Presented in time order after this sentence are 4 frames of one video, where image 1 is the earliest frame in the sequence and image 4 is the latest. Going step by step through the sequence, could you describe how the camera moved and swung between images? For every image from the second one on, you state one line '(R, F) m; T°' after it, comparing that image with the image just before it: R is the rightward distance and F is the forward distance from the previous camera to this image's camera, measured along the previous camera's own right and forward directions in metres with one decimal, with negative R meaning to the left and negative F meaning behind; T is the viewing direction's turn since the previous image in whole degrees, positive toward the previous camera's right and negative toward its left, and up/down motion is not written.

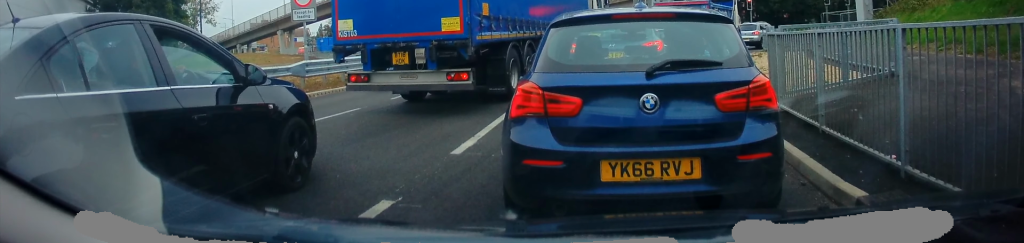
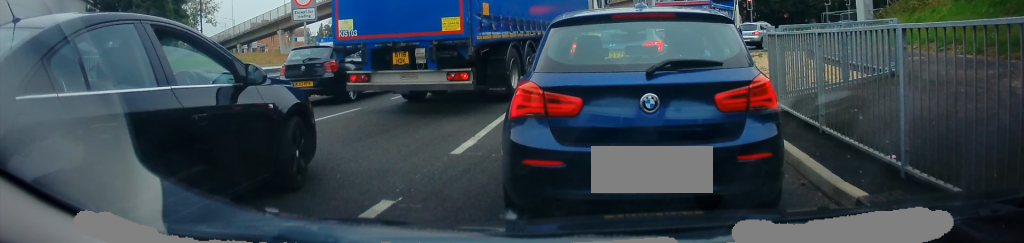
(0.0, 0.0) m; 0°
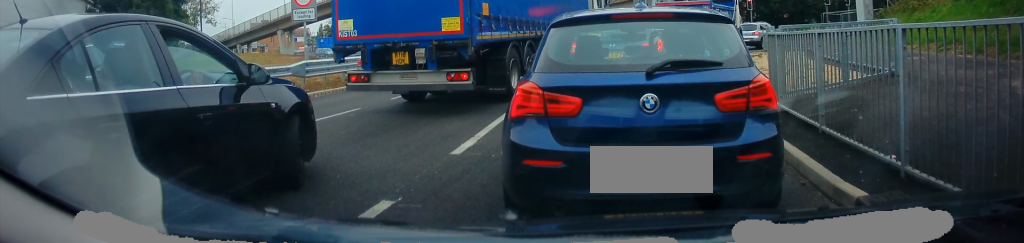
(0.0, 0.0) m; 0°
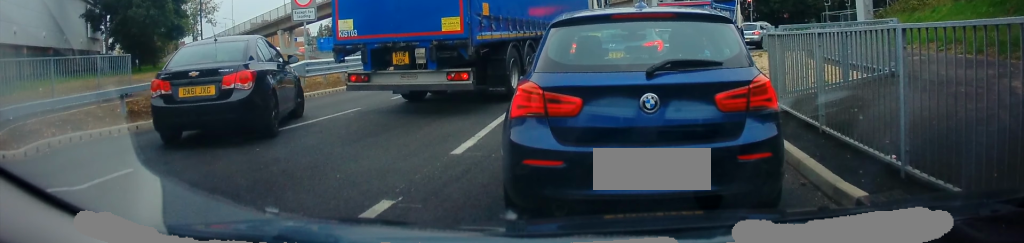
(0.0, 0.0) m; 0°
